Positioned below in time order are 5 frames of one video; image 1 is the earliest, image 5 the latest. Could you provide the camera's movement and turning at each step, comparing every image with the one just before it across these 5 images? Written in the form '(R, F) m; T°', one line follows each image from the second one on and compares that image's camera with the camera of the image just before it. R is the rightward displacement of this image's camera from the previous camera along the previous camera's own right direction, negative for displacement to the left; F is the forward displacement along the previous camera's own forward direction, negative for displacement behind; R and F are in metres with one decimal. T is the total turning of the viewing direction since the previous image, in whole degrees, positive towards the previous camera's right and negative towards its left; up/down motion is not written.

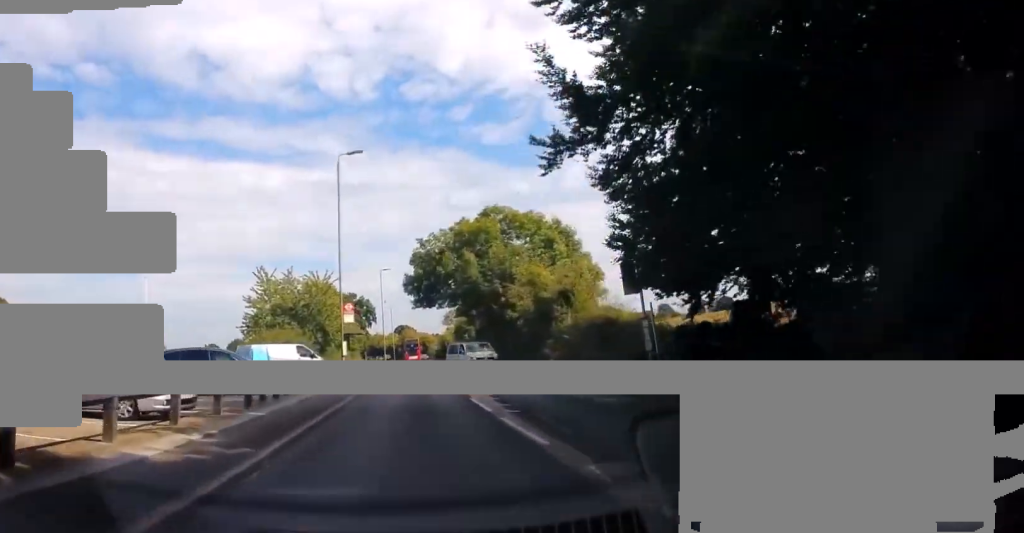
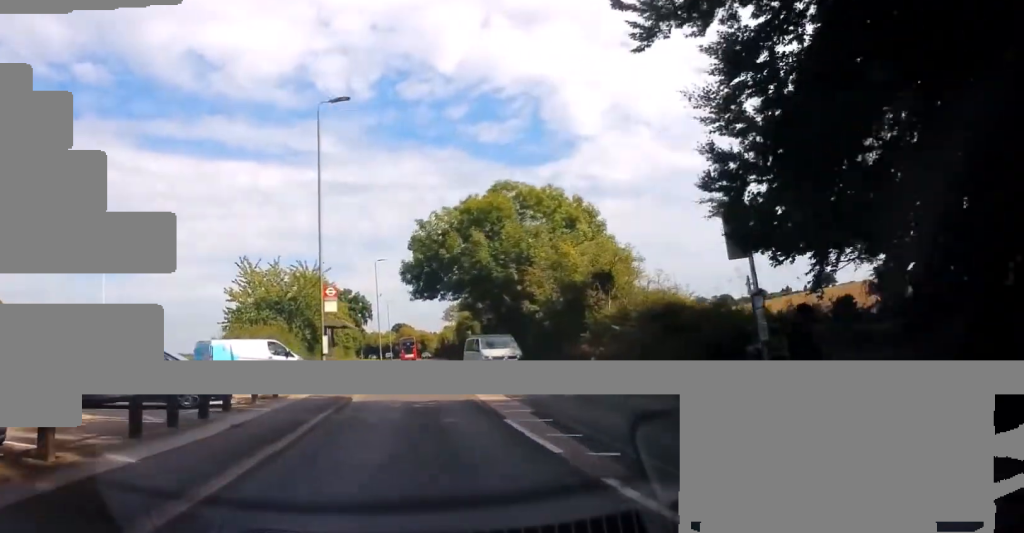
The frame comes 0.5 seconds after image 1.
(+0.3, +6.9) m; 0°
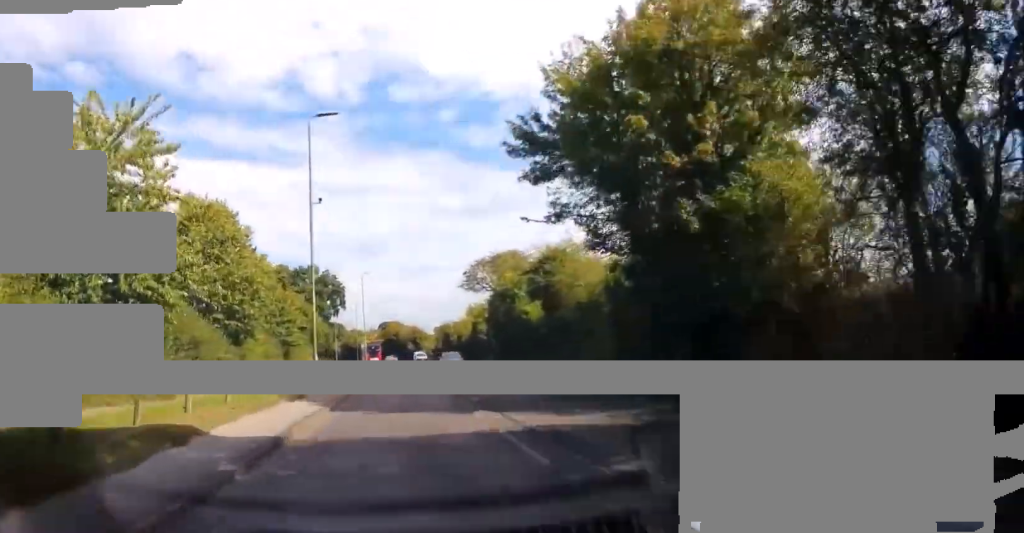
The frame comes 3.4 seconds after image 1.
(+0.5, +44.1) m; +1°
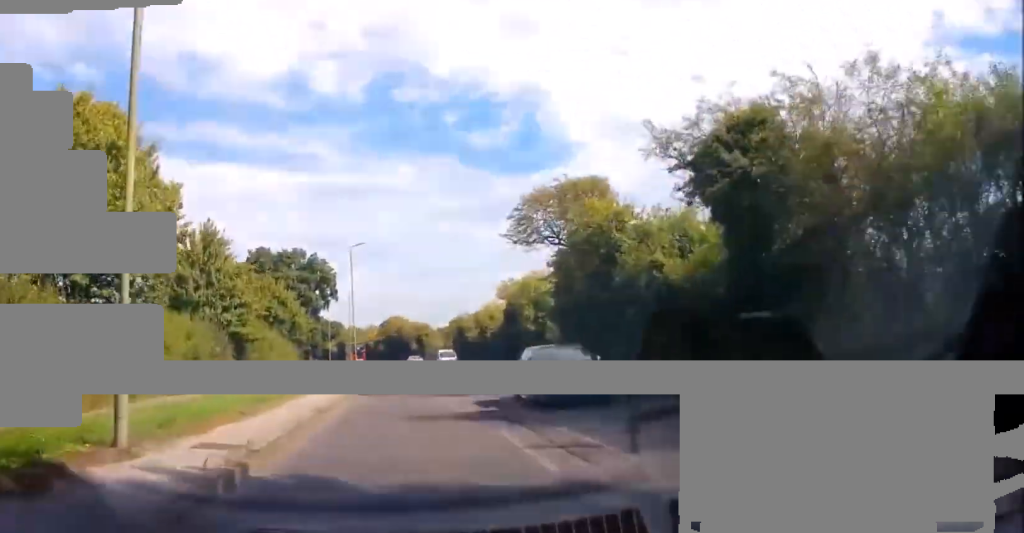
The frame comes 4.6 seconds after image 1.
(+0.6, +19.0) m; +1°
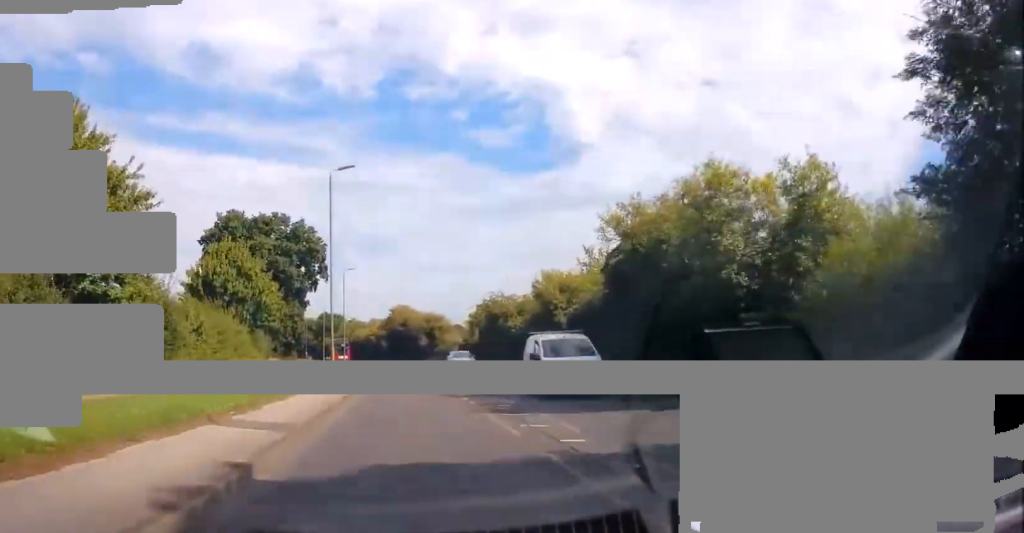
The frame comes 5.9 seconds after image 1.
(-0.2, +21.0) m; 0°
